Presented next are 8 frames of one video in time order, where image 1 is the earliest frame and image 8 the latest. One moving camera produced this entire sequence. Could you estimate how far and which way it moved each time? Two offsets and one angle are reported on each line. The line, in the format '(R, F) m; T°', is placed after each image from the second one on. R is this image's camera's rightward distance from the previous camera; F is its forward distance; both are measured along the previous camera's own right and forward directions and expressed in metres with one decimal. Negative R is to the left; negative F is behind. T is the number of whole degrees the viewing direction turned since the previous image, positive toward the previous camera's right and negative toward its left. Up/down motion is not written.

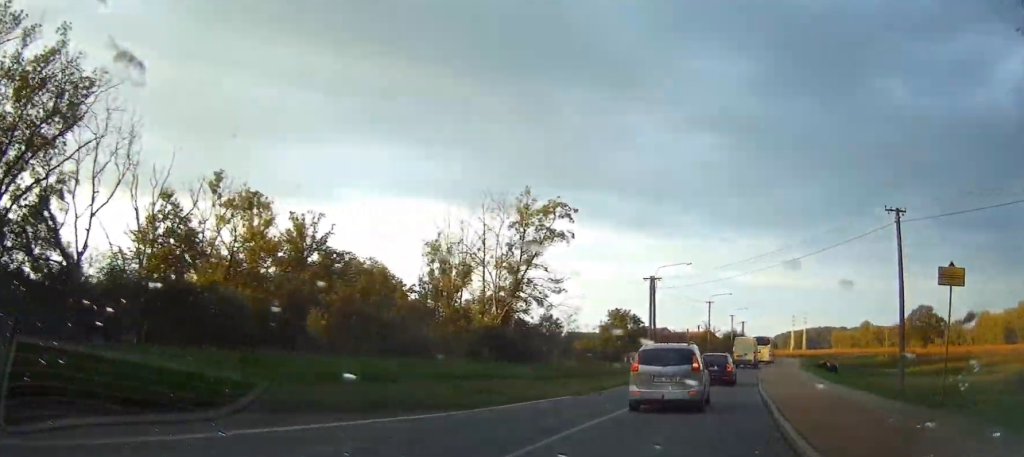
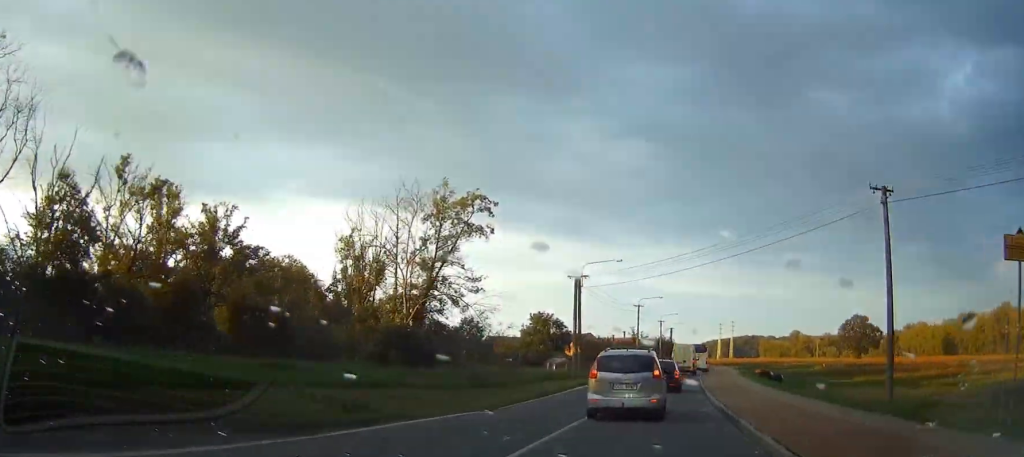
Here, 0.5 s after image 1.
(-0.1, +5.6) m; +6°
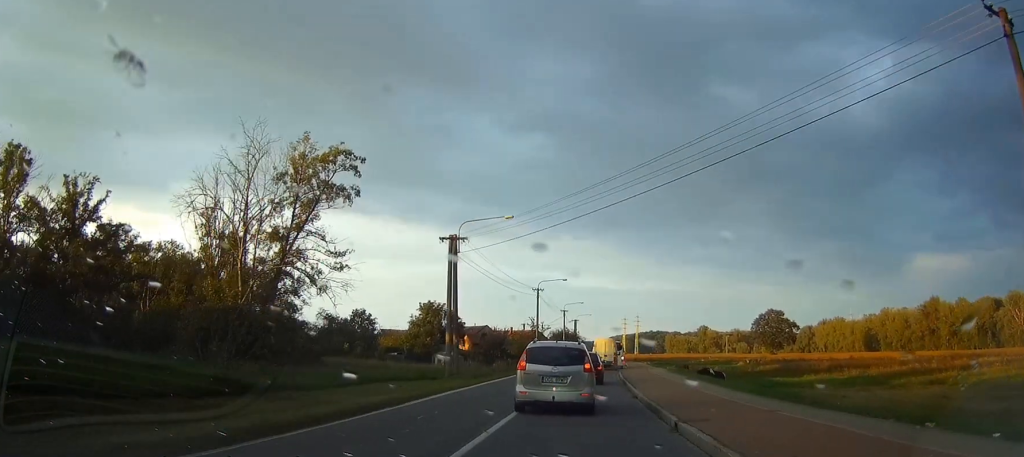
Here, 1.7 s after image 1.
(+2.2, +13.9) m; +14°
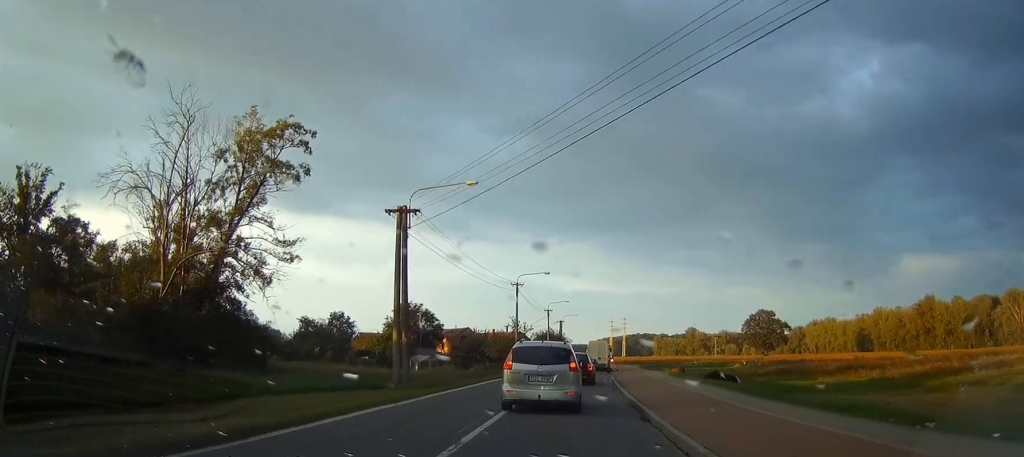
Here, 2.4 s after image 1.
(+0.3, +8.8) m; +2°
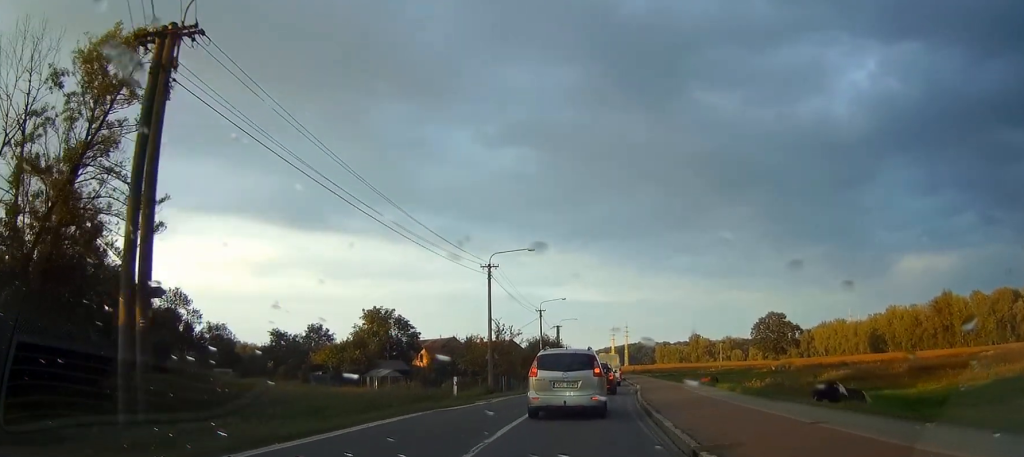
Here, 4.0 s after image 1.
(+0.1, +21.2) m; 0°
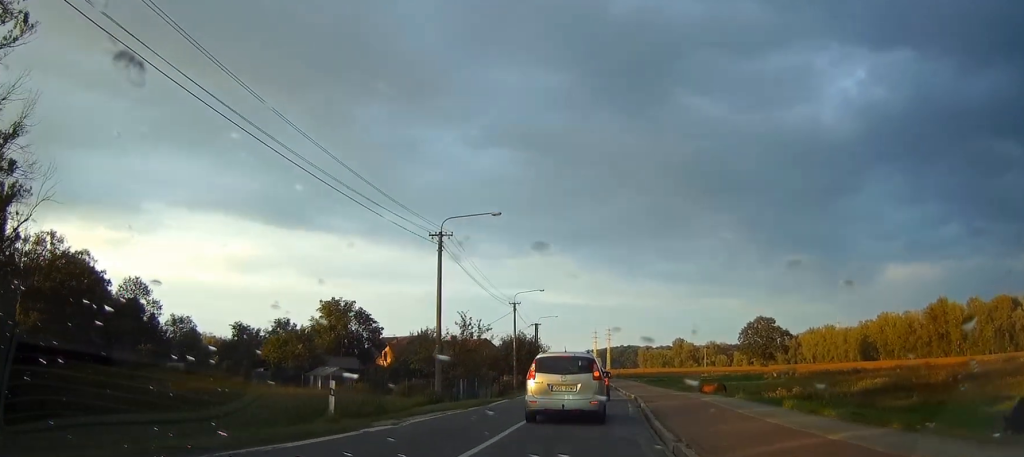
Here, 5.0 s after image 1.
(-0.1, +12.8) m; 0°
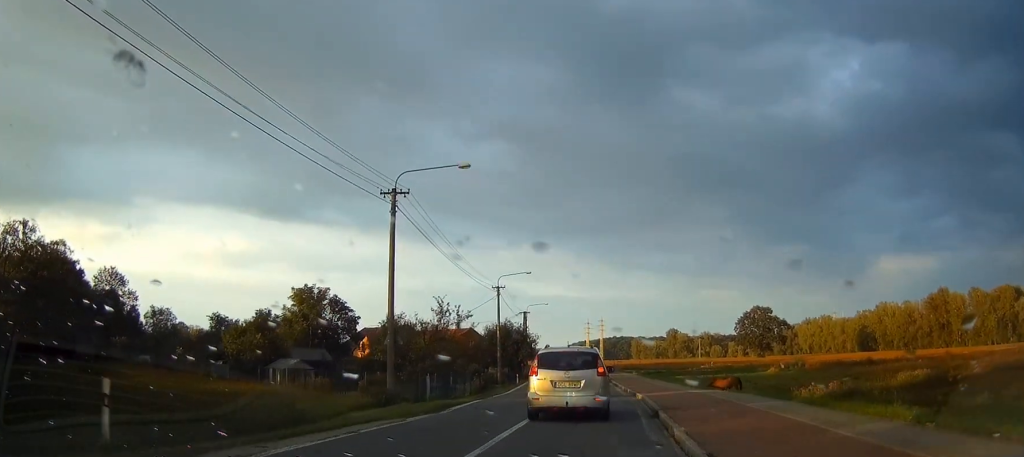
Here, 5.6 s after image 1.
(+0.1, +8.4) m; +1°
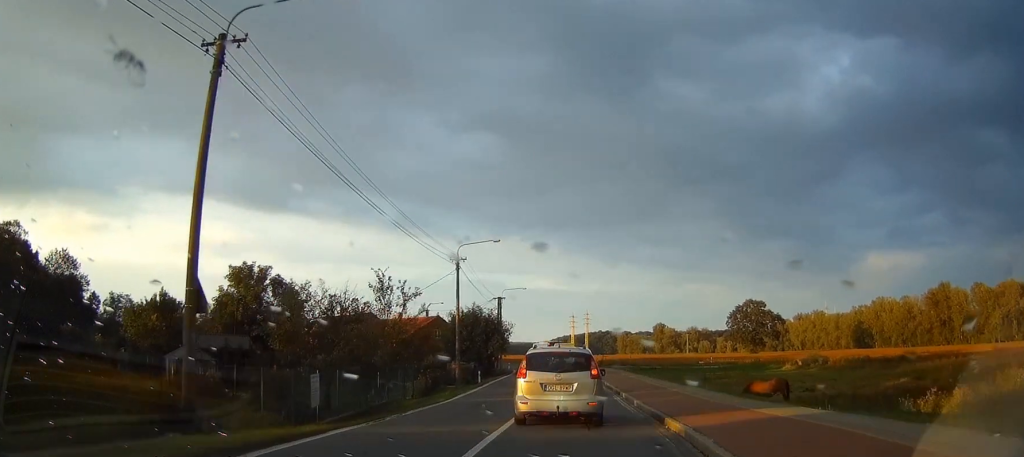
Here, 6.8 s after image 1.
(+0.1, +15.4) m; 0°
